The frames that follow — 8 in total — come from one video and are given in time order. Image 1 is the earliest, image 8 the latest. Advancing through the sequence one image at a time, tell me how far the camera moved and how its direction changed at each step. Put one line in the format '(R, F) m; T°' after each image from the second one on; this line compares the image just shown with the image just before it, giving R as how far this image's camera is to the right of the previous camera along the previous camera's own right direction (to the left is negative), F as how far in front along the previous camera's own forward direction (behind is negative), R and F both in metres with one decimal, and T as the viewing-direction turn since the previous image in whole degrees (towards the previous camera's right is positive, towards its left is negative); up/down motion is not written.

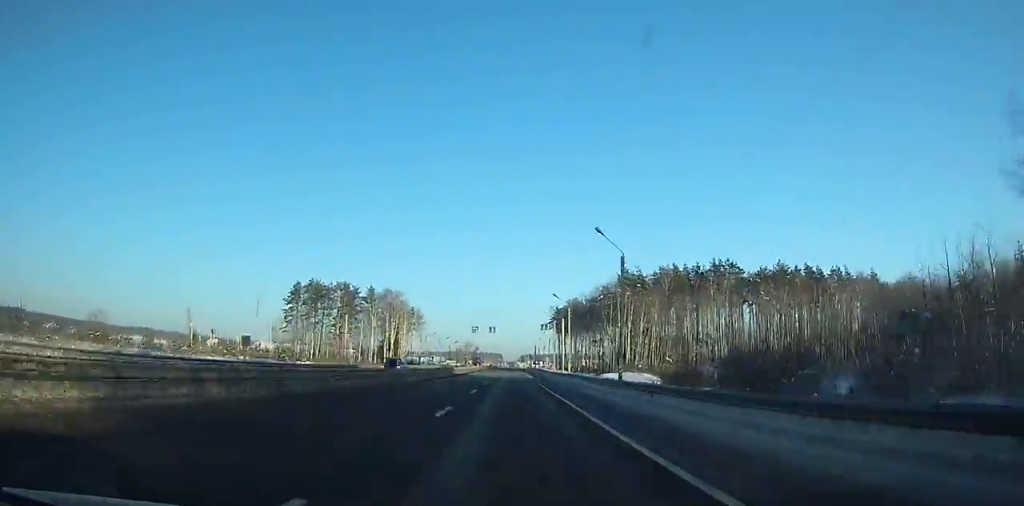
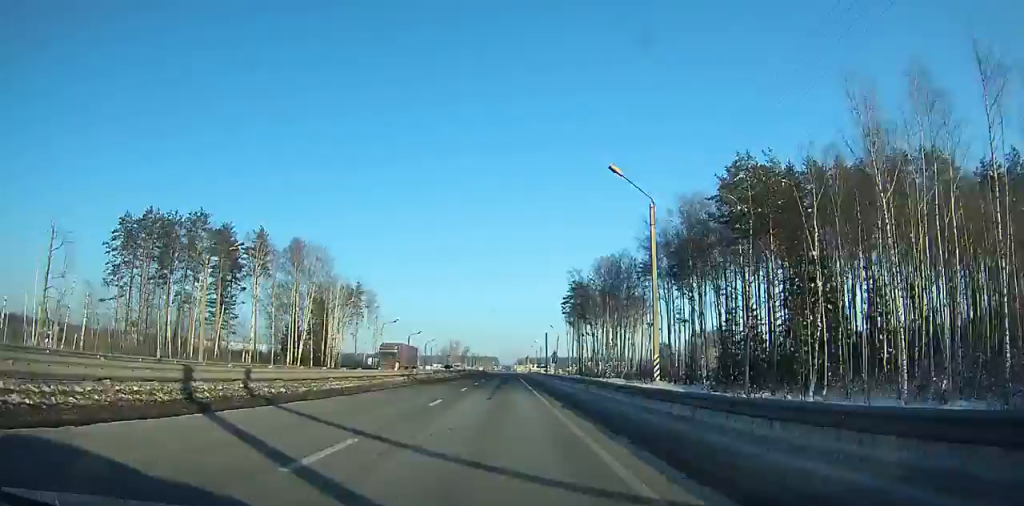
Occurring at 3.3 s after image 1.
(-0.4, +75.8) m; 0°
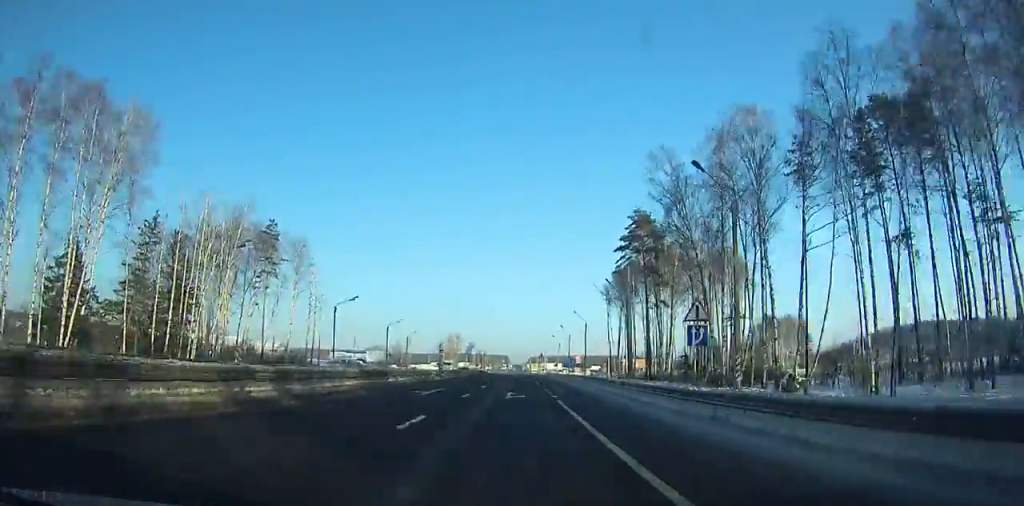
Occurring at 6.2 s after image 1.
(-0.1, +66.2) m; 0°
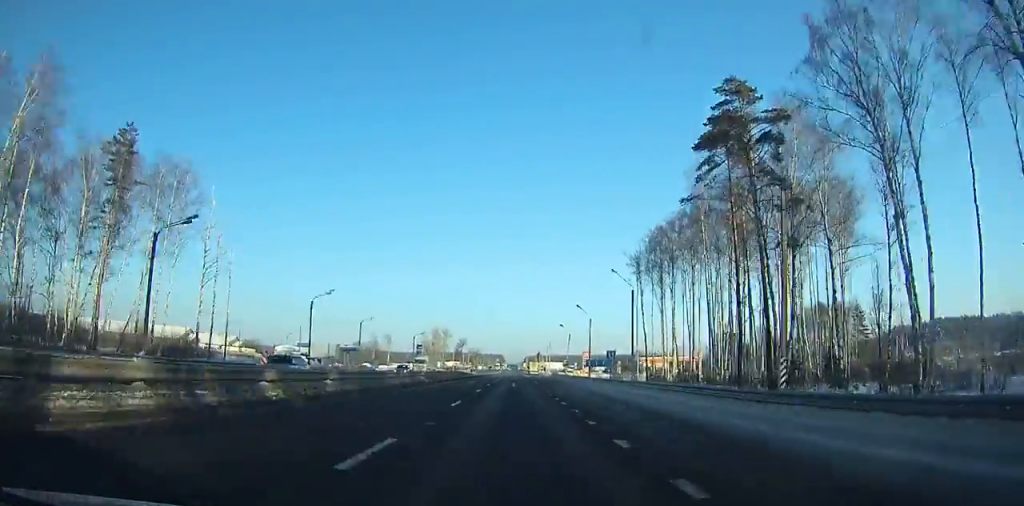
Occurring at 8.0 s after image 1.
(+0.2, +41.2) m; 0°
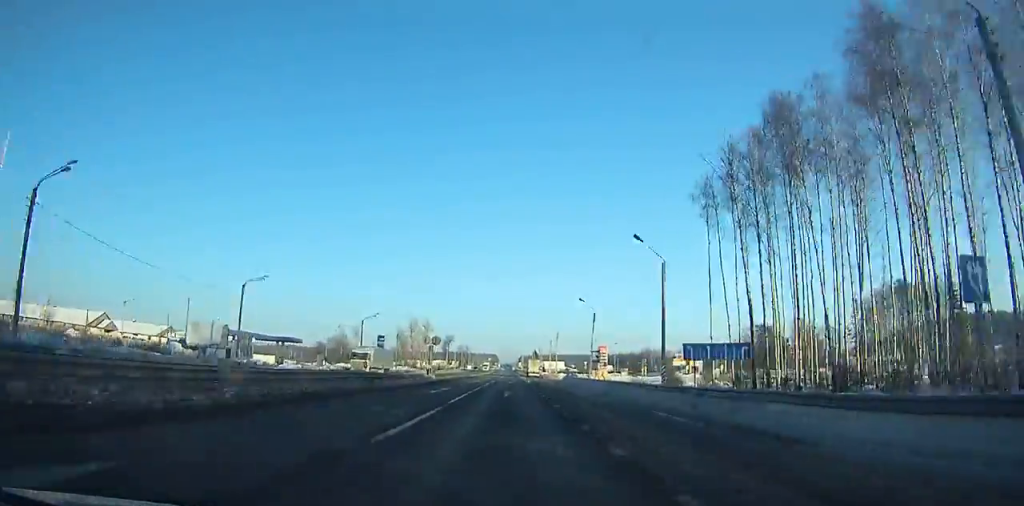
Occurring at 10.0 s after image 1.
(+0.1, +44.8) m; 0°
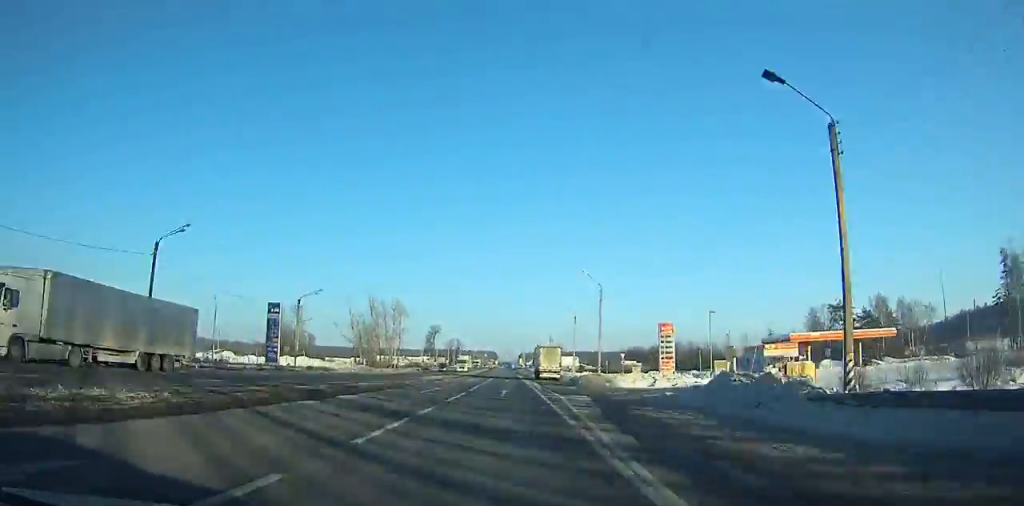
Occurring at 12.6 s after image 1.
(0.0, +56.7) m; 0°
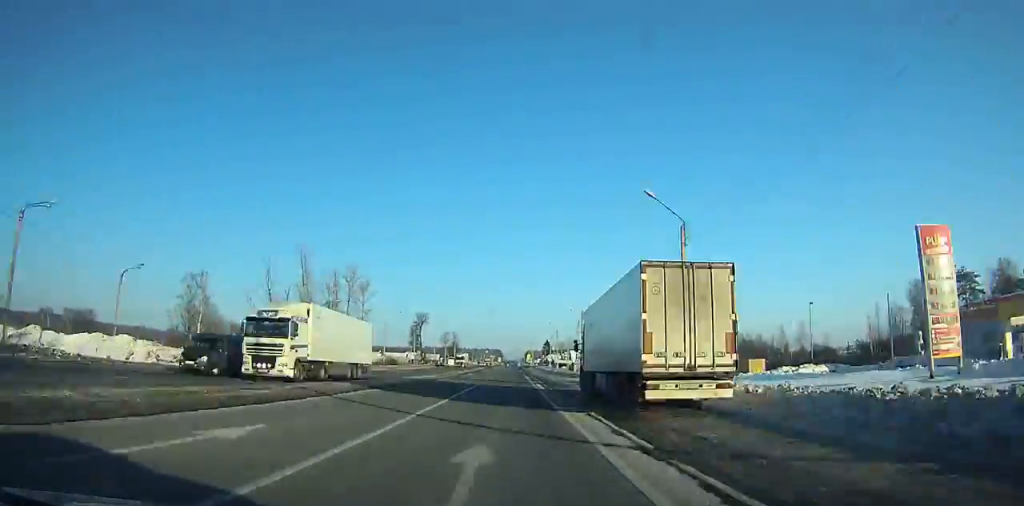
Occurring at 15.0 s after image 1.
(-0.1, +52.4) m; 0°
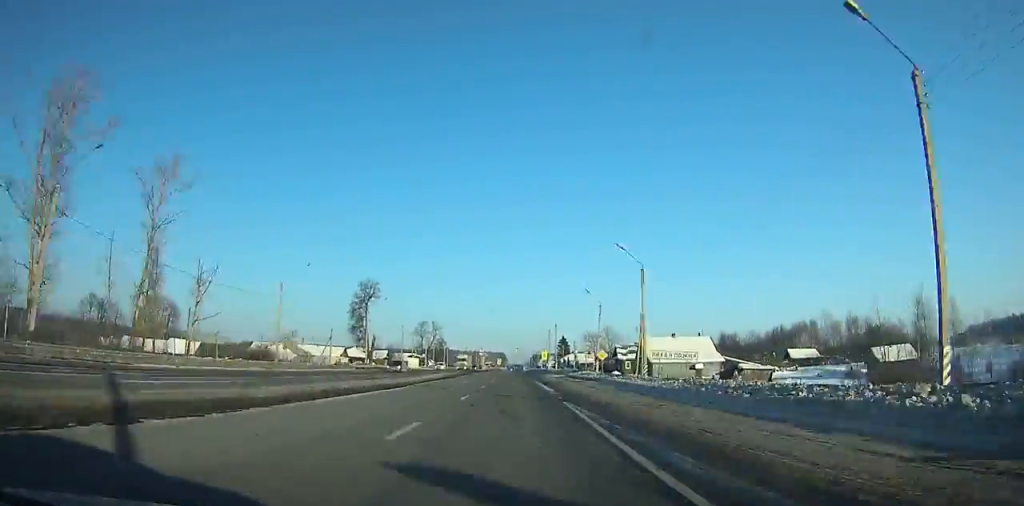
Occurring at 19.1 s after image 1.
(-0.4, +88.9) m; 0°
